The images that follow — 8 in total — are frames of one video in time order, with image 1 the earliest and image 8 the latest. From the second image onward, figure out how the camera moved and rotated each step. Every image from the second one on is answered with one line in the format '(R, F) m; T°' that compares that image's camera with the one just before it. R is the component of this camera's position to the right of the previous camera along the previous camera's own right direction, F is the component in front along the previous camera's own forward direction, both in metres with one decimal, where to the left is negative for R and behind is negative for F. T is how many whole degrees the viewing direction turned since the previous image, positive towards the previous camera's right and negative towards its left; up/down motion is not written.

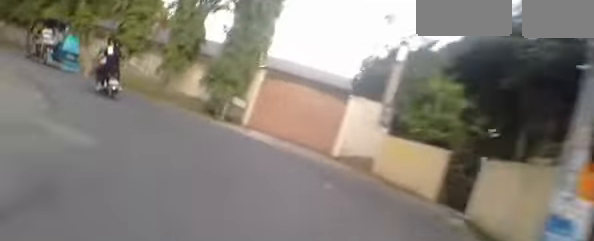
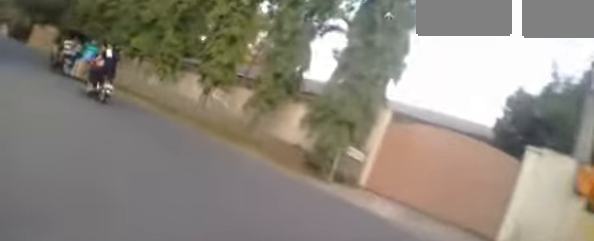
(-0.7, +4.2) m; -21°
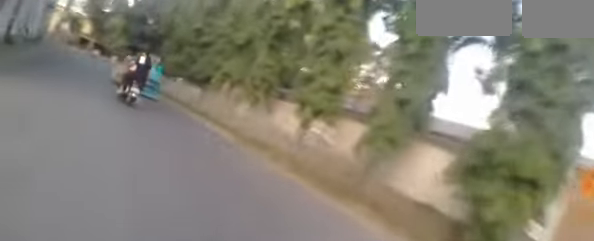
(-0.2, +3.2) m; -17°
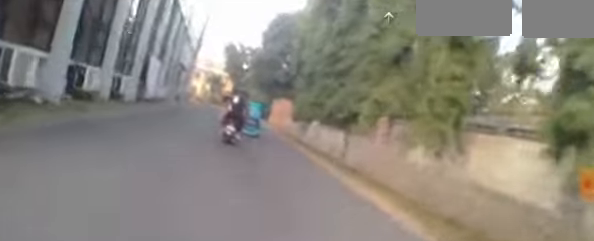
(-1.3, +4.7) m; -22°
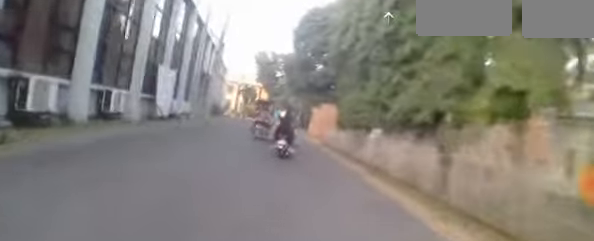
(-0.4, +3.8) m; -9°
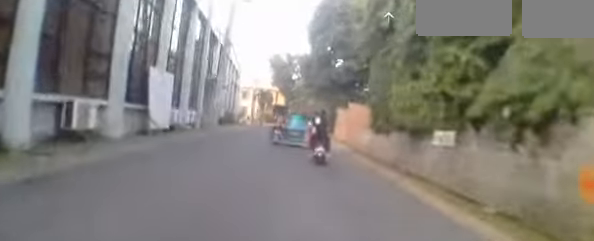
(-0.2, +2.5) m; -4°
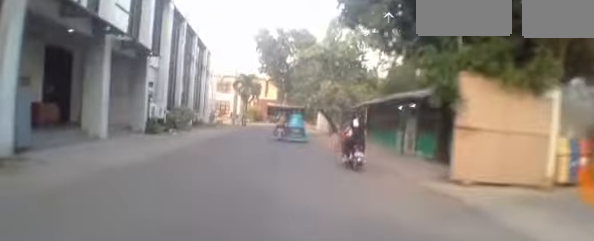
(-0.1, +13.2) m; +7°
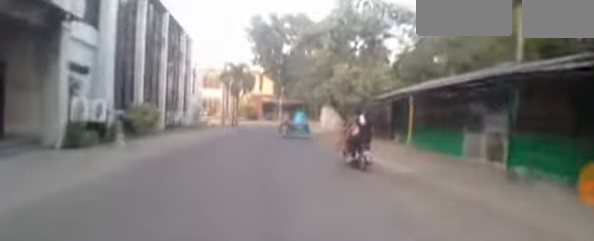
(+0.1, +5.0) m; +3°
